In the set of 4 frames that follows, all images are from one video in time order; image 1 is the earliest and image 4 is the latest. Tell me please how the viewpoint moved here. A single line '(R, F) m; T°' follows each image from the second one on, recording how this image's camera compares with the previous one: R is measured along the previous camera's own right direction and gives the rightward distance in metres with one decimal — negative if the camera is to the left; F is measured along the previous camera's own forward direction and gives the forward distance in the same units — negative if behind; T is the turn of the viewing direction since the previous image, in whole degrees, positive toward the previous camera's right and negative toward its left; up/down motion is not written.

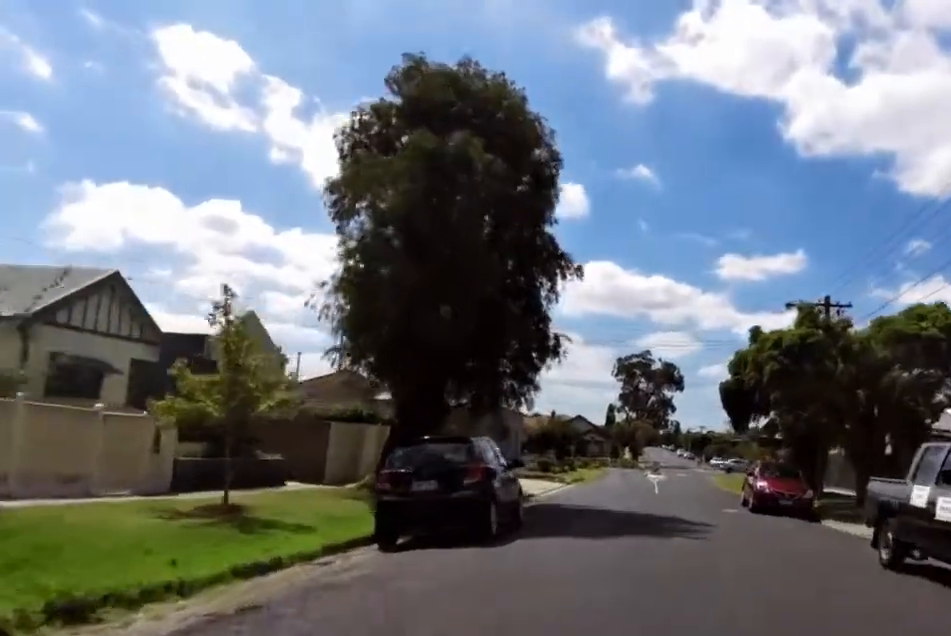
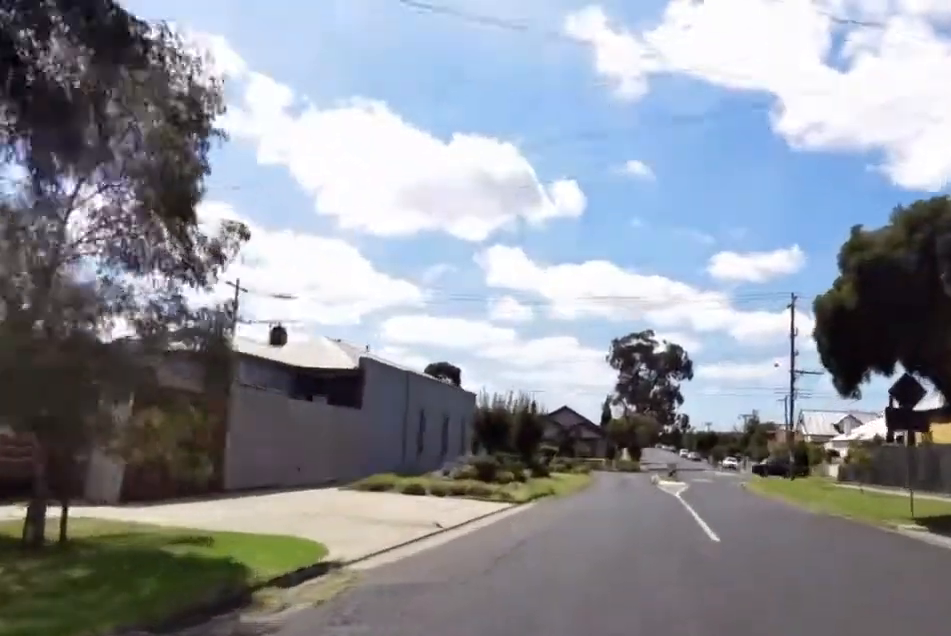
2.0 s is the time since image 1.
(+1.6, +18.3) m; +7°
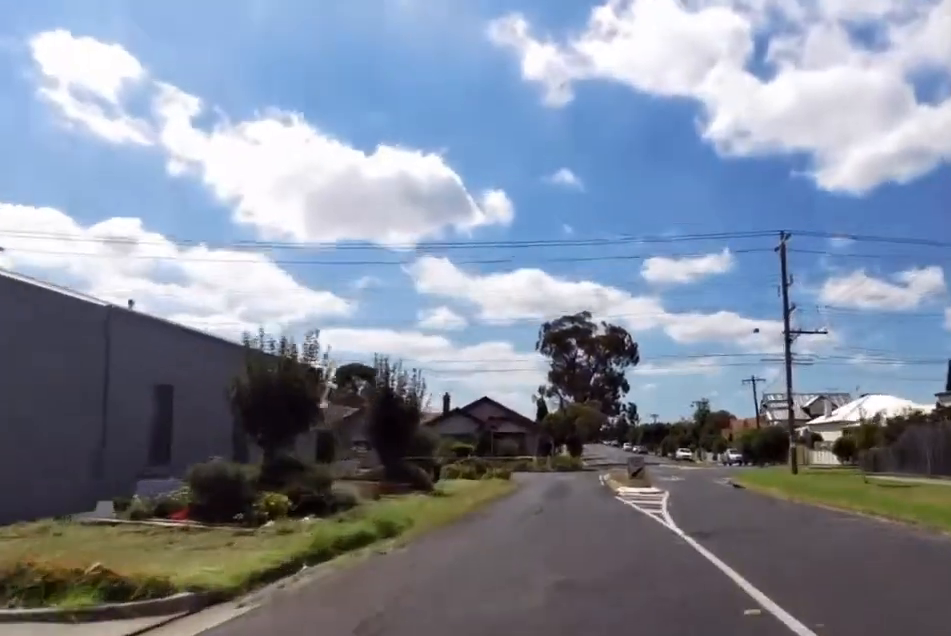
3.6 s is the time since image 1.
(-1.2, +13.2) m; -4°
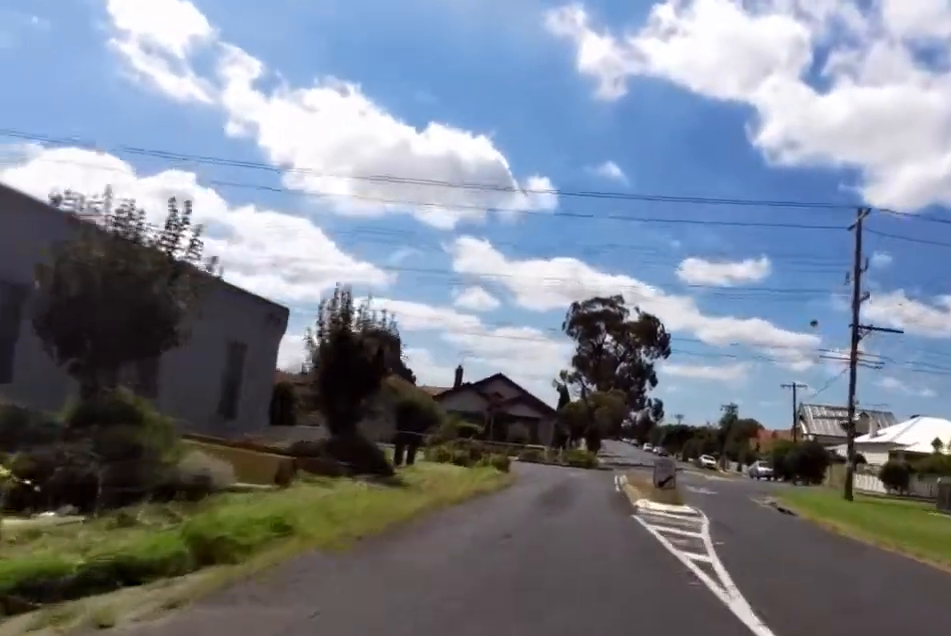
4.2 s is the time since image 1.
(-0.2, +5.4) m; +4°
